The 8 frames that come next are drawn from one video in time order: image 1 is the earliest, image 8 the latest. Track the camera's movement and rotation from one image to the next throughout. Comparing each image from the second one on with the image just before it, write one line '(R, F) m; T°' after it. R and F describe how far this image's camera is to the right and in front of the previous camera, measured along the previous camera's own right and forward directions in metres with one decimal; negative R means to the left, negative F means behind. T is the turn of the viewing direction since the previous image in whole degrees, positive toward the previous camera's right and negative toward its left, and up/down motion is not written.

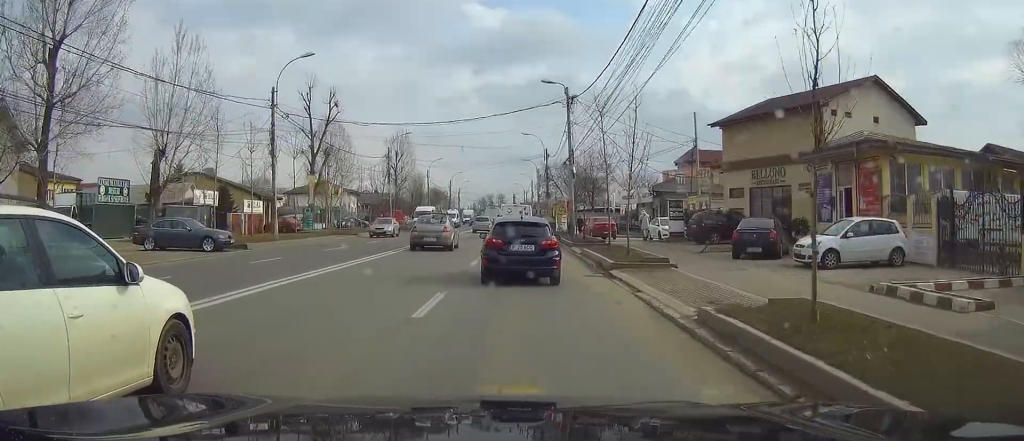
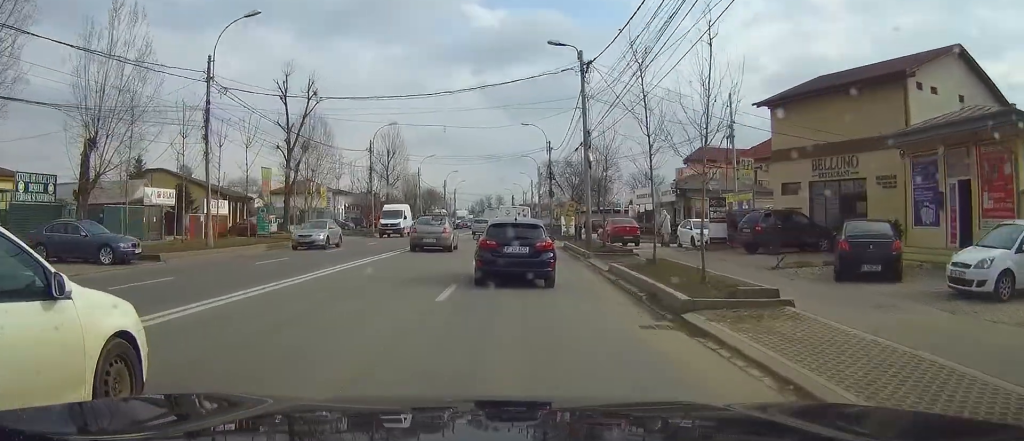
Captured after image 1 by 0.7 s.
(-0.1, +8.6) m; 0°
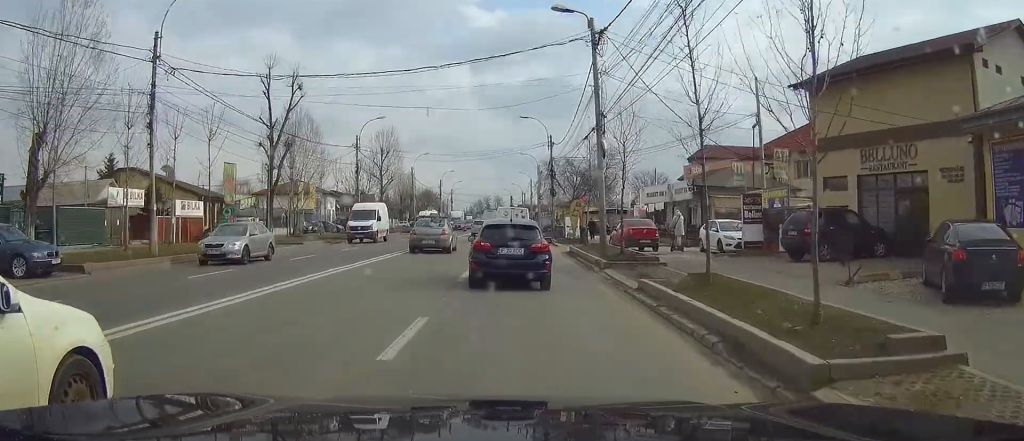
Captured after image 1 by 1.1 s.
(+0.1, +5.0) m; 0°
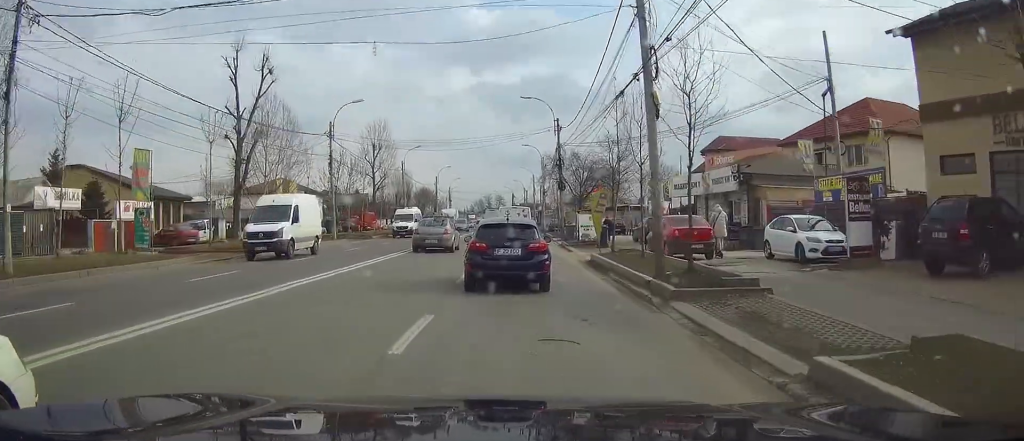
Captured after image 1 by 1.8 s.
(+0.1, +8.7) m; 0°
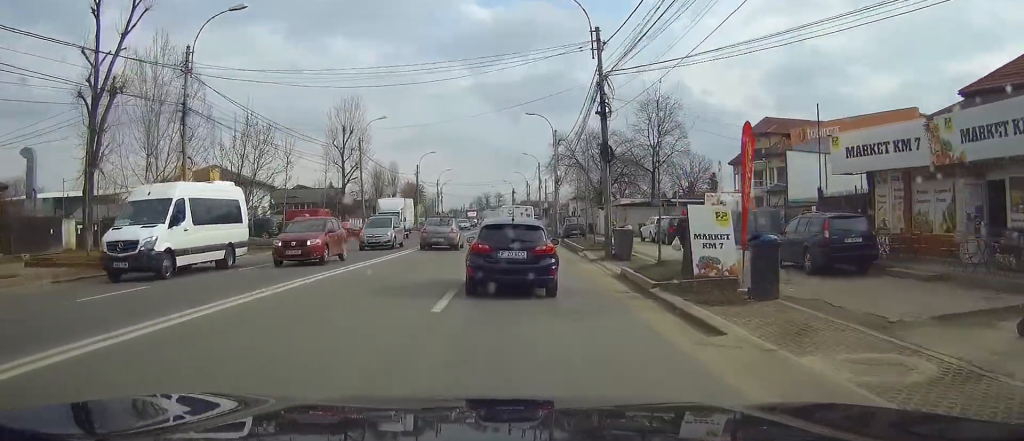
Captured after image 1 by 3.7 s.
(-0.3, +23.5) m; 0°
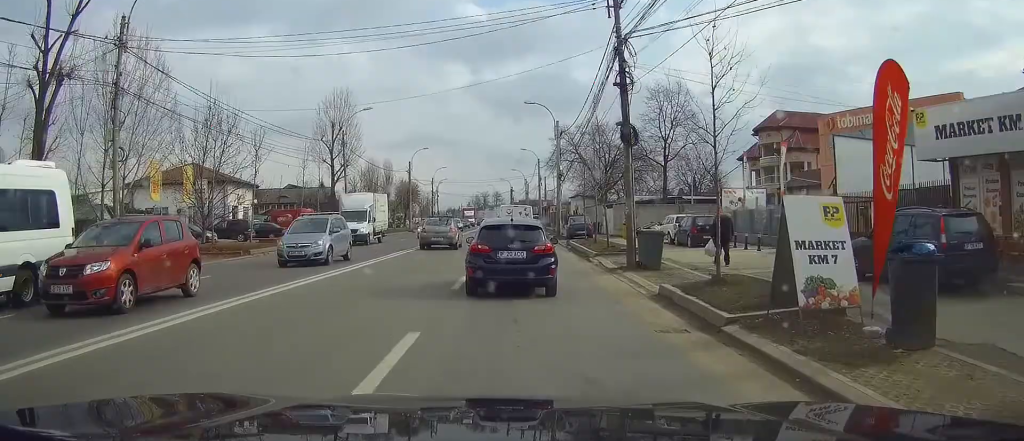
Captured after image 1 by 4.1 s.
(+0.1, +5.3) m; 0°
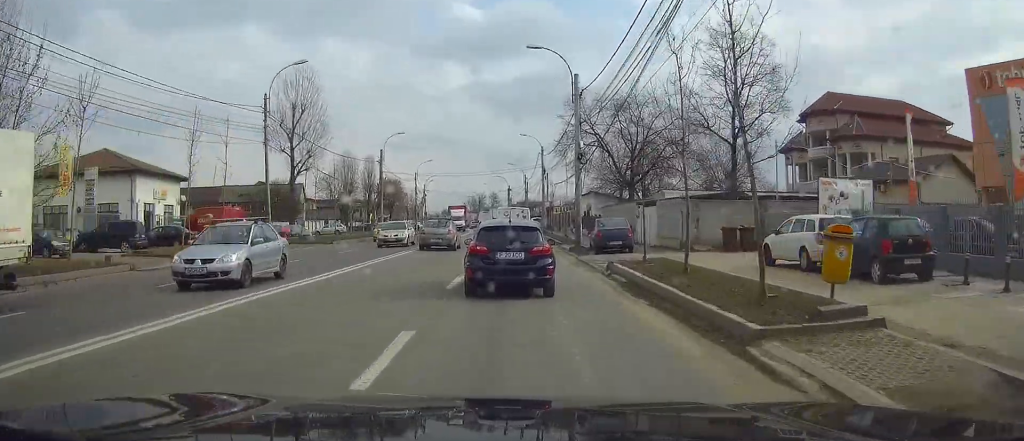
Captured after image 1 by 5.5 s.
(+0.1, +17.6) m; 0°
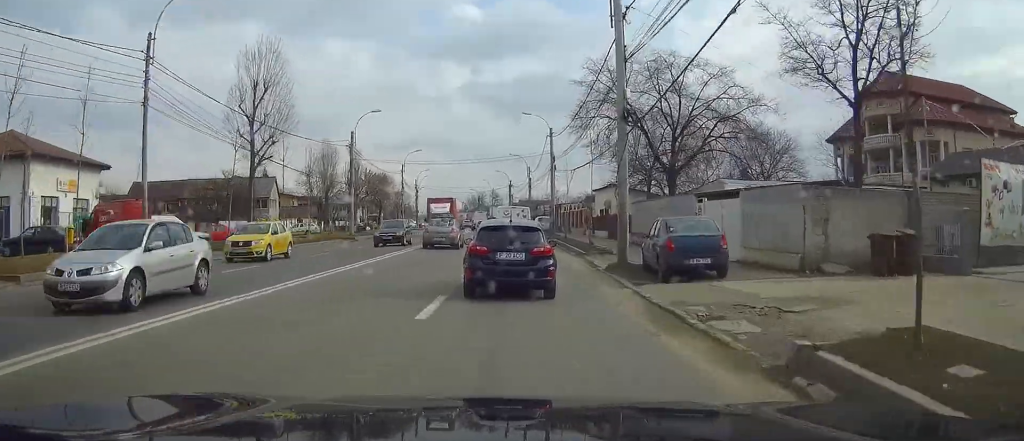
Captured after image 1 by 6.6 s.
(0.0, +13.9) m; 0°
